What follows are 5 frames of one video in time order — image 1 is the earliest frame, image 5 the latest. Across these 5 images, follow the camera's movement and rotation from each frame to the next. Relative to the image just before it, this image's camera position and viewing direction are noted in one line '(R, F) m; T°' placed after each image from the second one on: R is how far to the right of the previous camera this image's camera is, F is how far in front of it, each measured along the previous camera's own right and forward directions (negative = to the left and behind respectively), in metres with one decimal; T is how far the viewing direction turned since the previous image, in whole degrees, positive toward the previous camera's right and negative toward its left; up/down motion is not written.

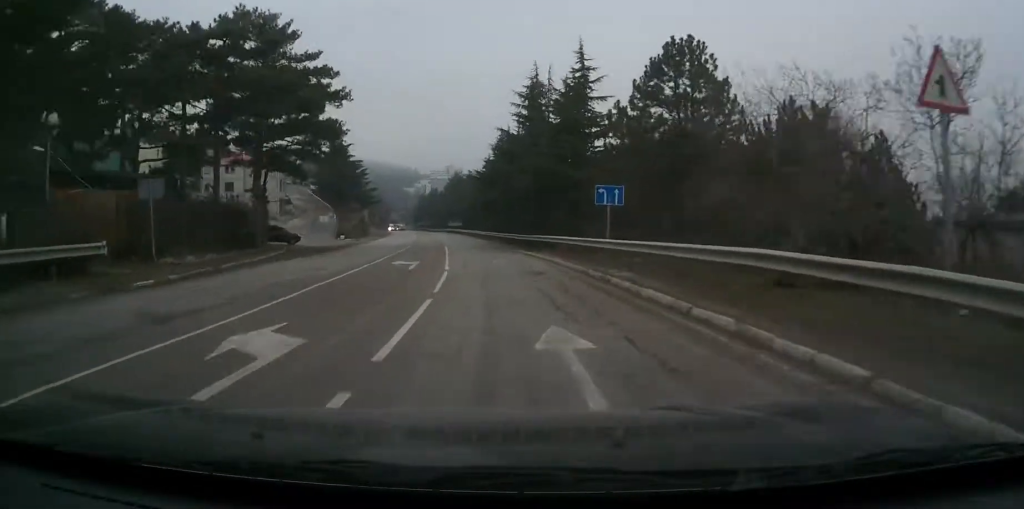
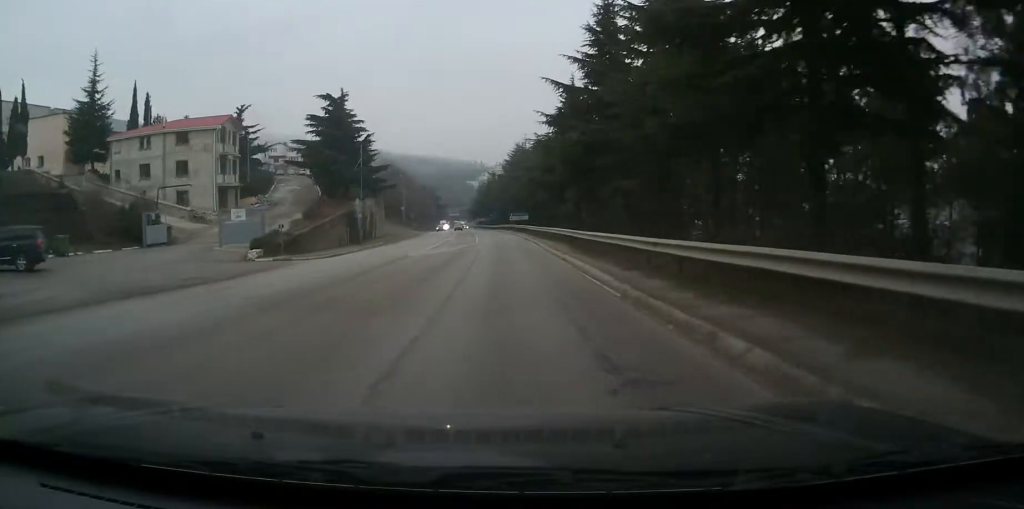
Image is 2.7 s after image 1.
(-2.7, +45.8) m; -6°
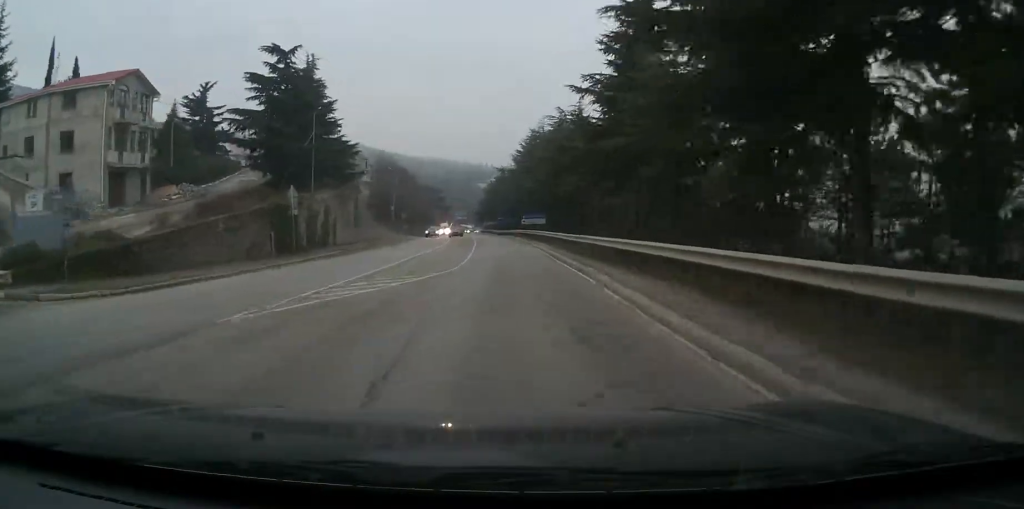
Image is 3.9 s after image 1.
(+0.1, +21.6) m; 0°
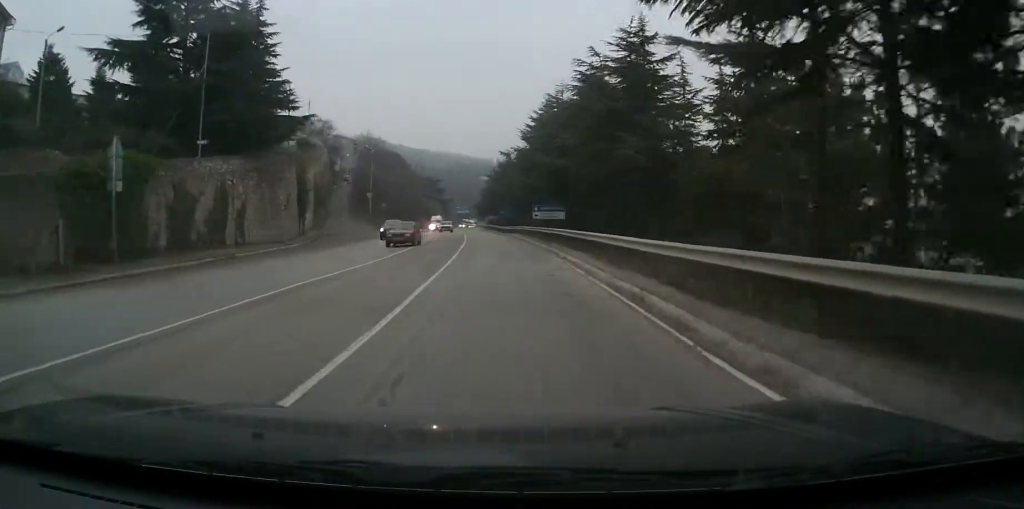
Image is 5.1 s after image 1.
(-0.4, +20.4) m; -2°
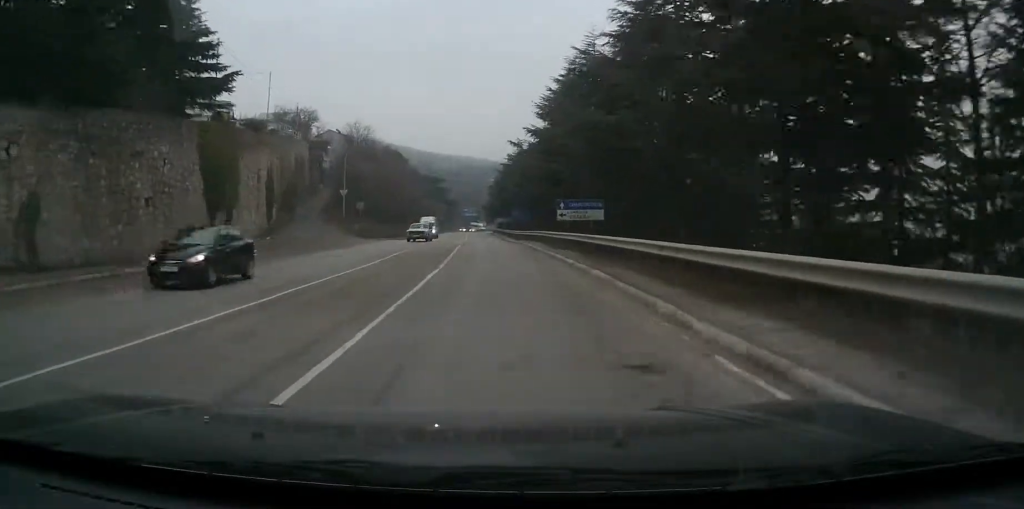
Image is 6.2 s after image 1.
(0.0, +17.9) m; 0°
